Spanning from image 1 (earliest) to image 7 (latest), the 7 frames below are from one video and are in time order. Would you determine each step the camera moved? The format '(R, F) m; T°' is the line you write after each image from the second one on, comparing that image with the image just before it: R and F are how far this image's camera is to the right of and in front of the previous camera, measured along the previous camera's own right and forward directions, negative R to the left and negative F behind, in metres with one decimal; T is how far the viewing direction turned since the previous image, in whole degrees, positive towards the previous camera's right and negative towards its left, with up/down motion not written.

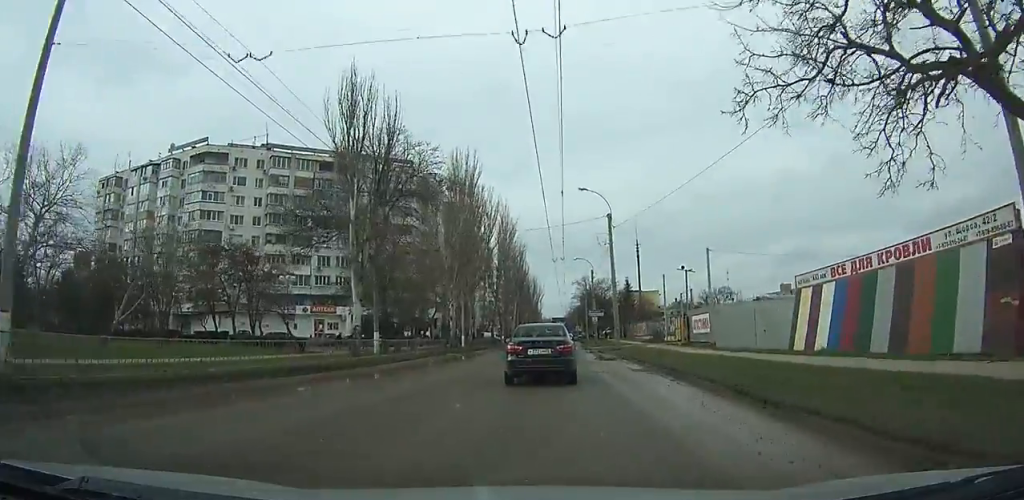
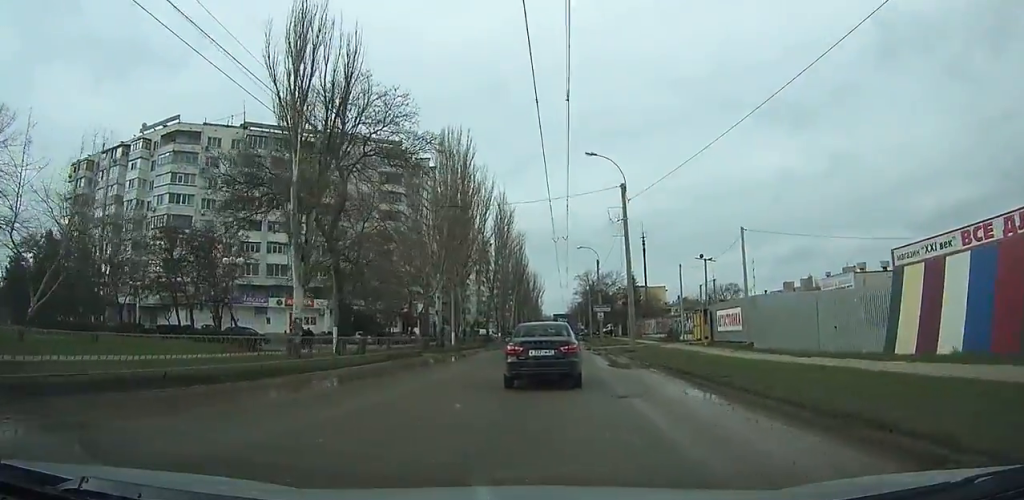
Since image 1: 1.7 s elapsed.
(0.0, +7.8) m; -1°
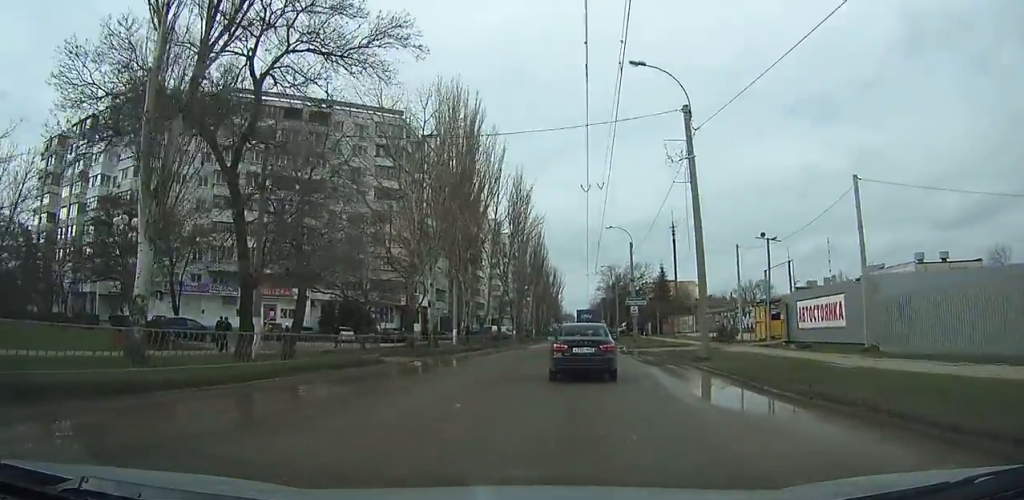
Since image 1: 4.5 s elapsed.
(-0.2, +12.7) m; -1°
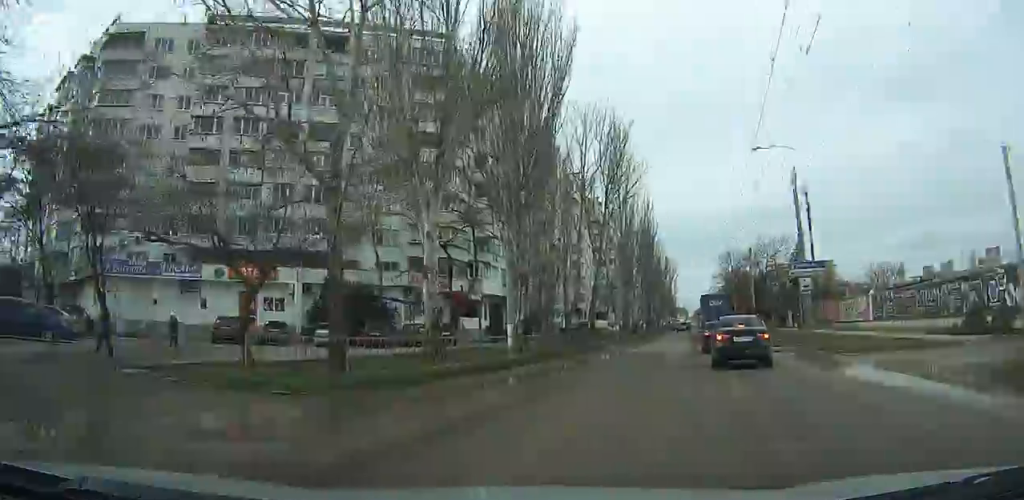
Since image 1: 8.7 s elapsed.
(-1.4, +17.5) m; -21°
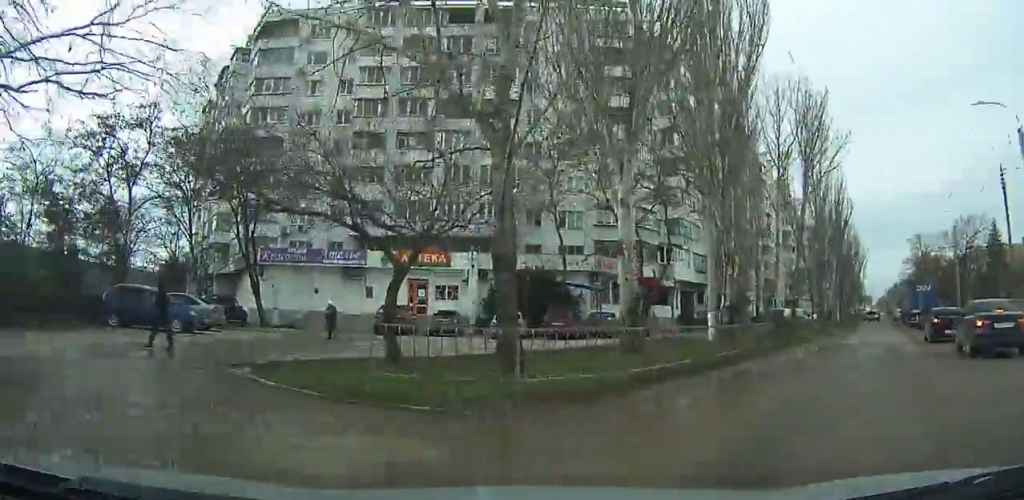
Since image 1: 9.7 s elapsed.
(-0.1, +3.9) m; -12°
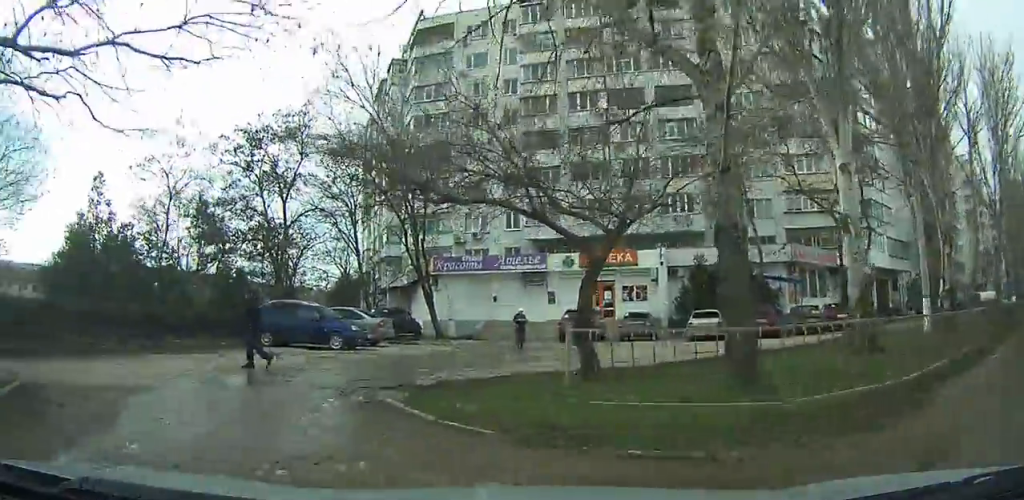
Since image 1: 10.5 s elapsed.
(-0.5, +2.3) m; -9°
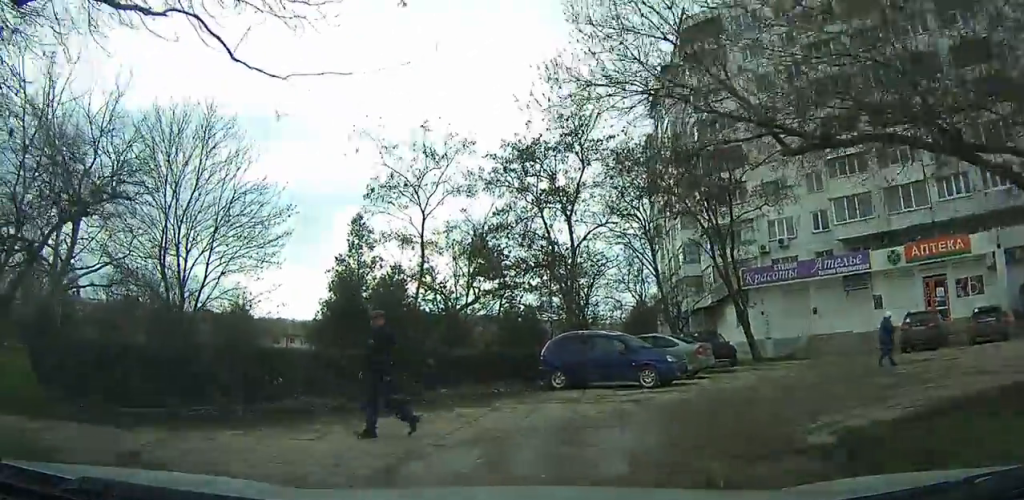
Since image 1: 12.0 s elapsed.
(-0.6, +4.2) m; -12°
